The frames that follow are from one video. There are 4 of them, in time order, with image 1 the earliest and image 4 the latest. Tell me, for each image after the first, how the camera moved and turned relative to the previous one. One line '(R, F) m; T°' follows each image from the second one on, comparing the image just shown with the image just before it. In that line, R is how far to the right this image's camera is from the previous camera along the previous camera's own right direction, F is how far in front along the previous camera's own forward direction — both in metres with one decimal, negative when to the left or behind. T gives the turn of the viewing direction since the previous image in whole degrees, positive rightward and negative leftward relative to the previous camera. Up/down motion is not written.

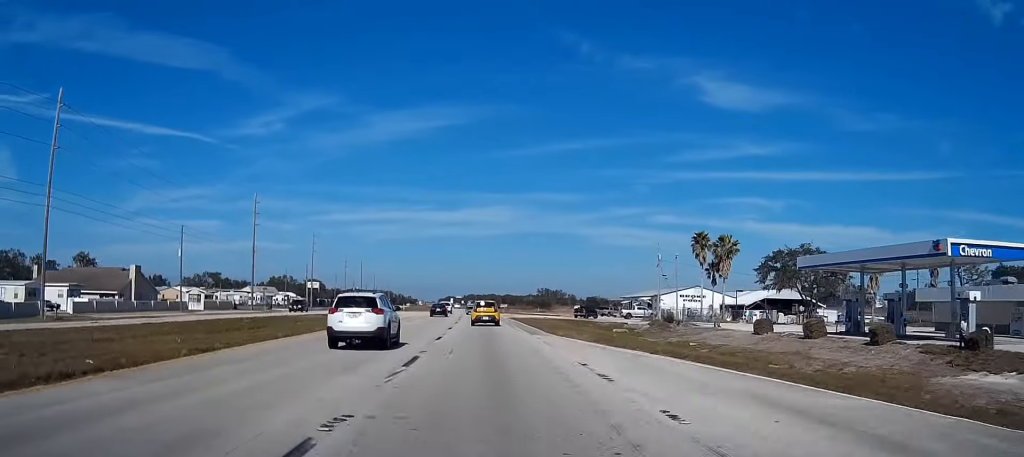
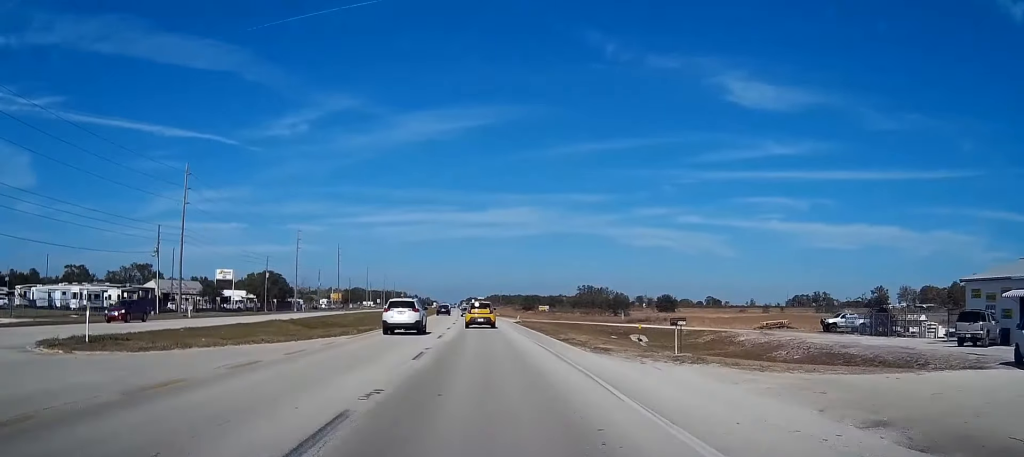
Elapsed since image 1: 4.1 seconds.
(-2.0, +107.2) m; -2°
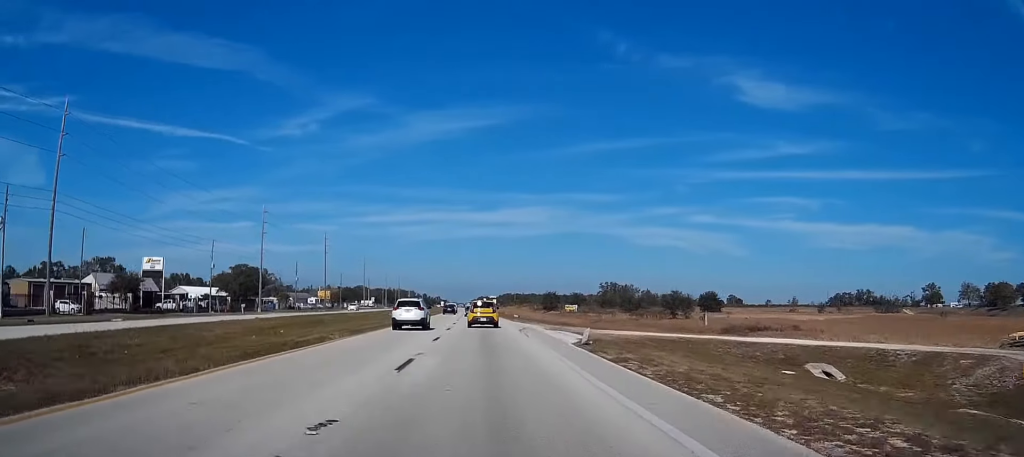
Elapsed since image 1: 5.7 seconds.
(-0.1, +39.6) m; 0°
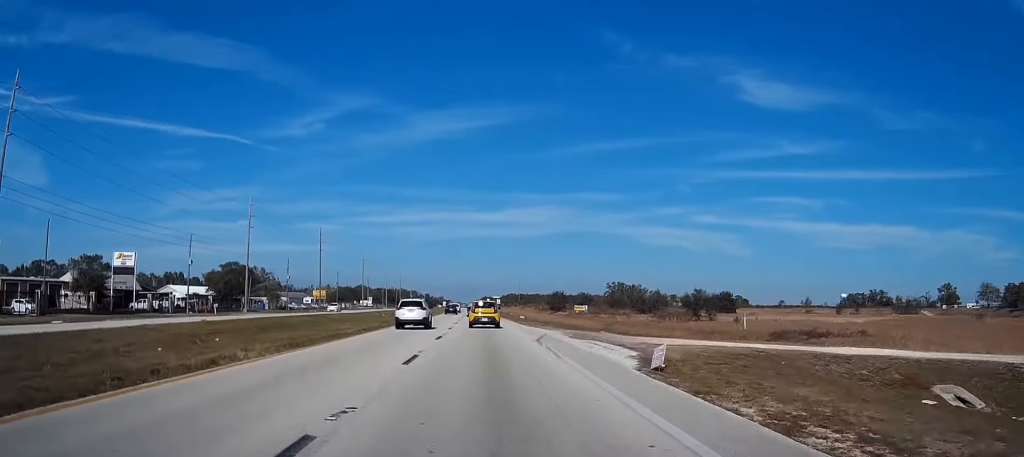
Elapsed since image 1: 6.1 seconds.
(0.0, +11.1) m; 0°
